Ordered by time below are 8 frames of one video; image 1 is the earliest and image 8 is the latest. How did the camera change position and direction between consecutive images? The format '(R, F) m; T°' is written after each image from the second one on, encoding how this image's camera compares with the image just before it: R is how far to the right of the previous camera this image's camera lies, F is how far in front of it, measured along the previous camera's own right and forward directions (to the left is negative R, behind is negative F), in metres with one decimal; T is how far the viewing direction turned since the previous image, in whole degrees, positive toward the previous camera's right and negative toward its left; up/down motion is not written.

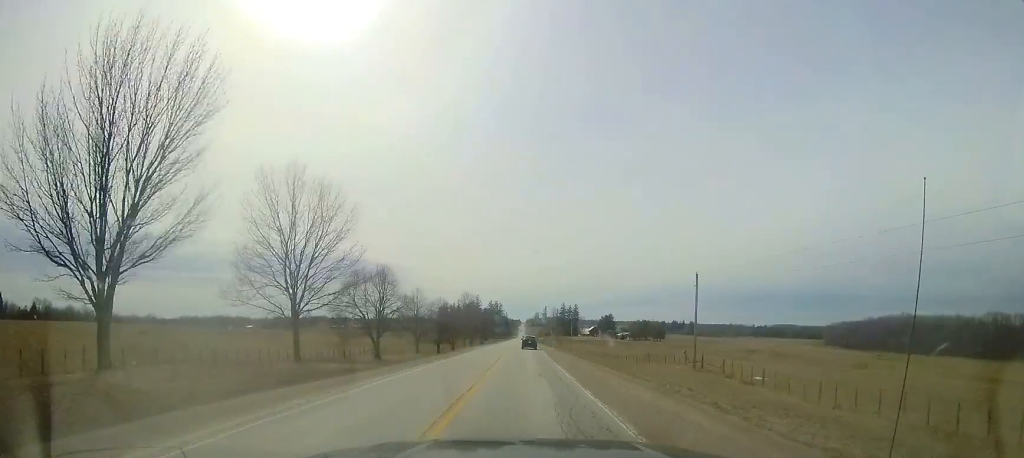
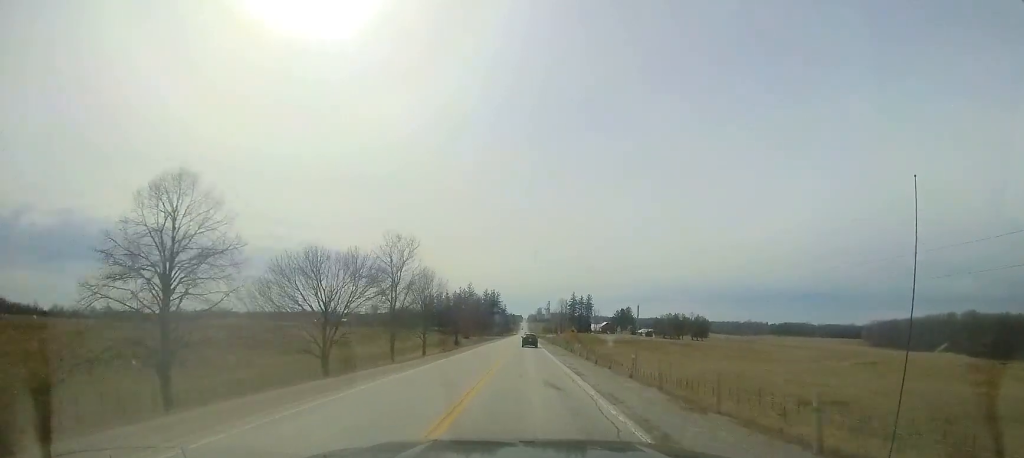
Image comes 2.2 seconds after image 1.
(-0.5, +58.1) m; +1°
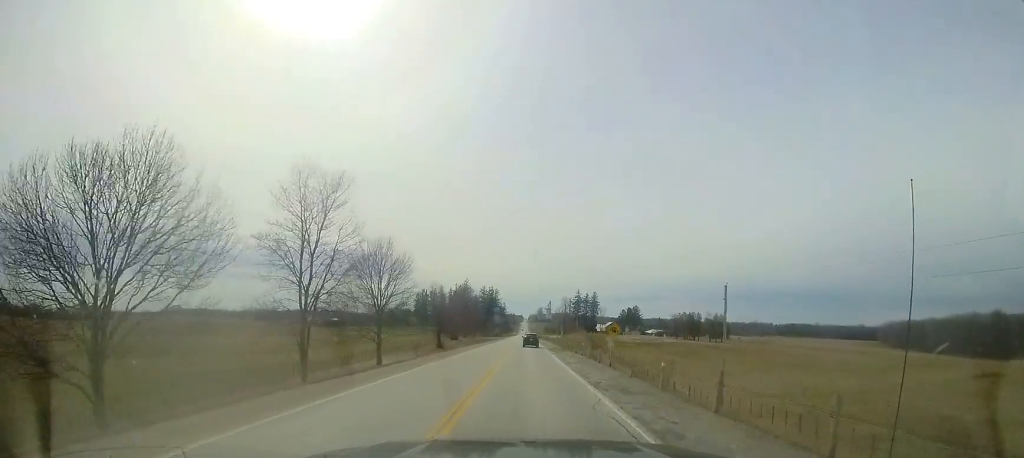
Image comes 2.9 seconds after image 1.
(+0.3, +19.6) m; 0°
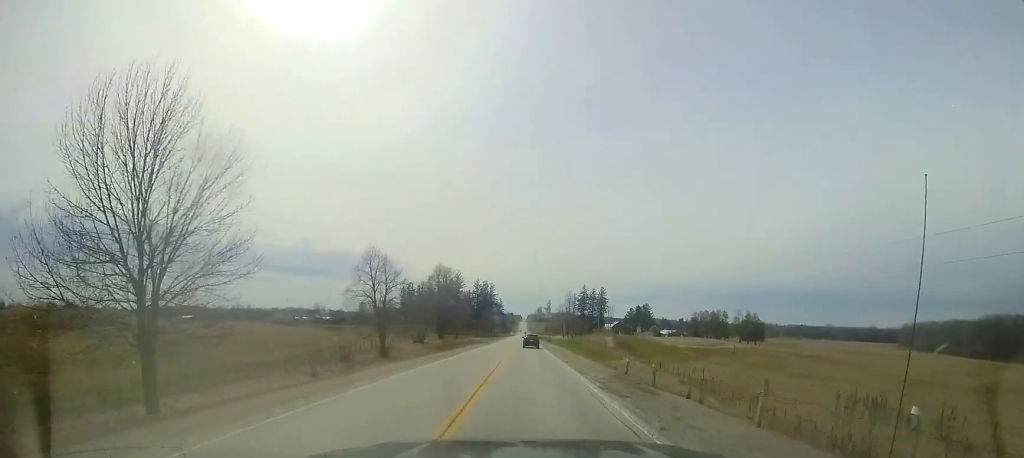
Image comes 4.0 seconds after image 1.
(-0.2, +28.6) m; 0°
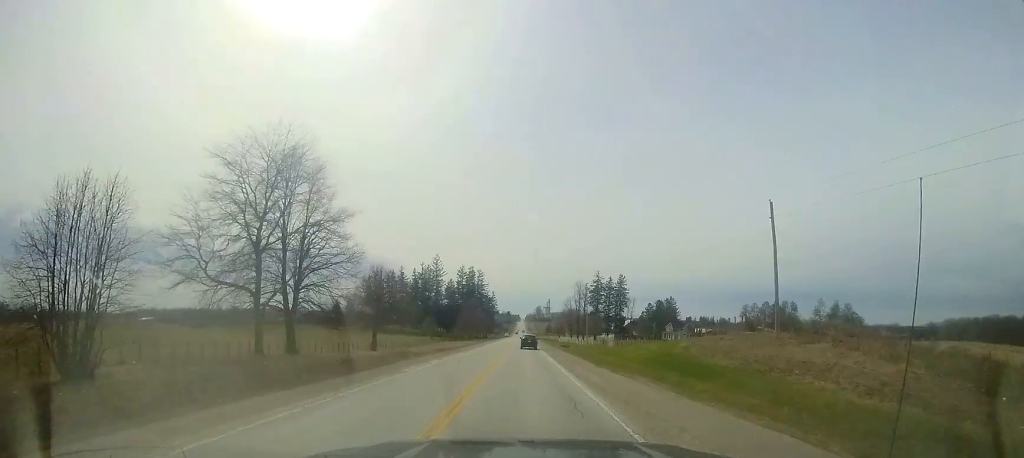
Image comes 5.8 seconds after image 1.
(+0.2, +49.5) m; 0°
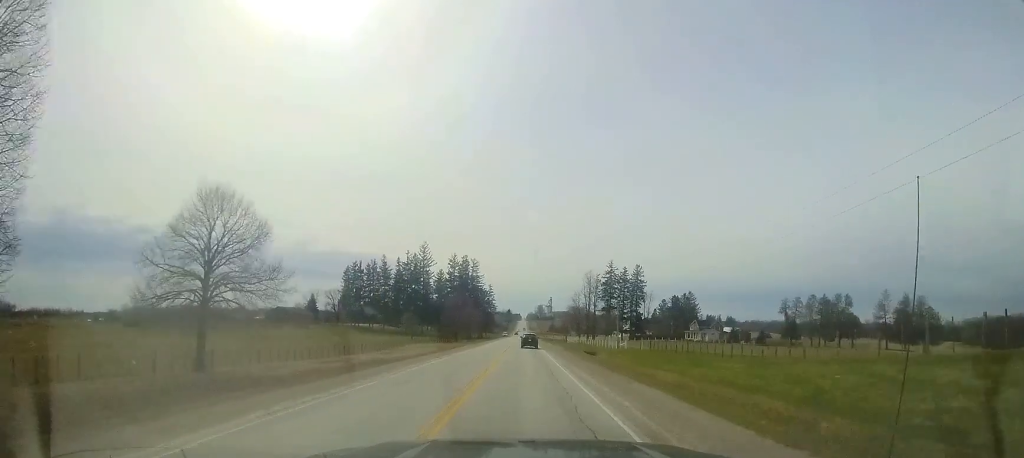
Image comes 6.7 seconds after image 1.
(-0.2, +24.3) m; 0°
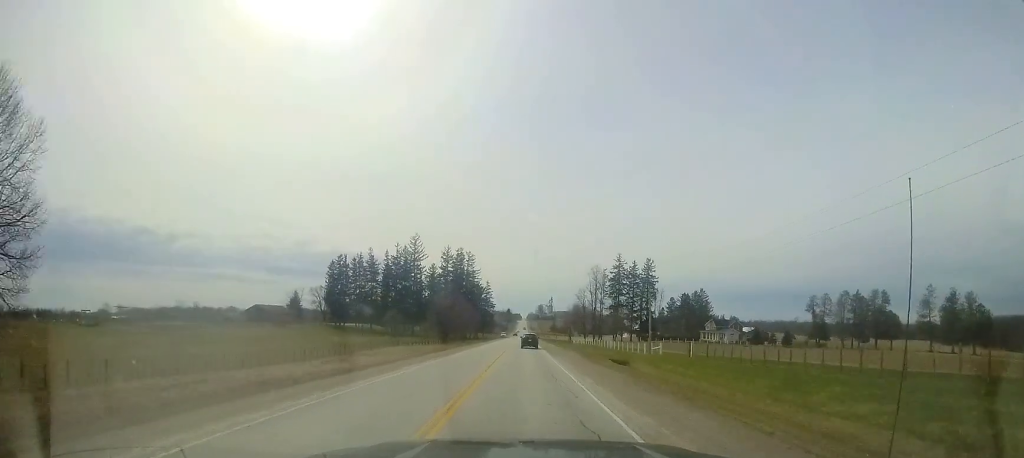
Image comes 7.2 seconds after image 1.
(-0.1, +13.5) m; +1°
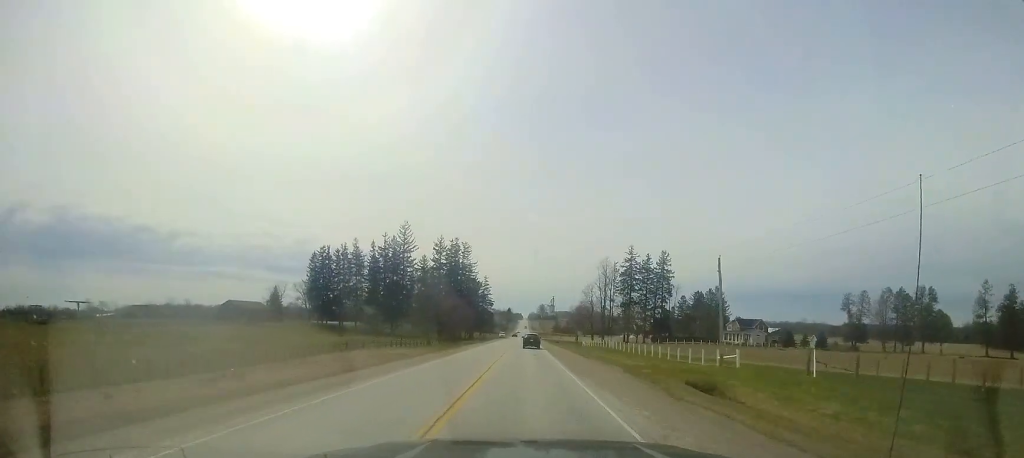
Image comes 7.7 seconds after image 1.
(+0.2, +14.2) m; 0°
